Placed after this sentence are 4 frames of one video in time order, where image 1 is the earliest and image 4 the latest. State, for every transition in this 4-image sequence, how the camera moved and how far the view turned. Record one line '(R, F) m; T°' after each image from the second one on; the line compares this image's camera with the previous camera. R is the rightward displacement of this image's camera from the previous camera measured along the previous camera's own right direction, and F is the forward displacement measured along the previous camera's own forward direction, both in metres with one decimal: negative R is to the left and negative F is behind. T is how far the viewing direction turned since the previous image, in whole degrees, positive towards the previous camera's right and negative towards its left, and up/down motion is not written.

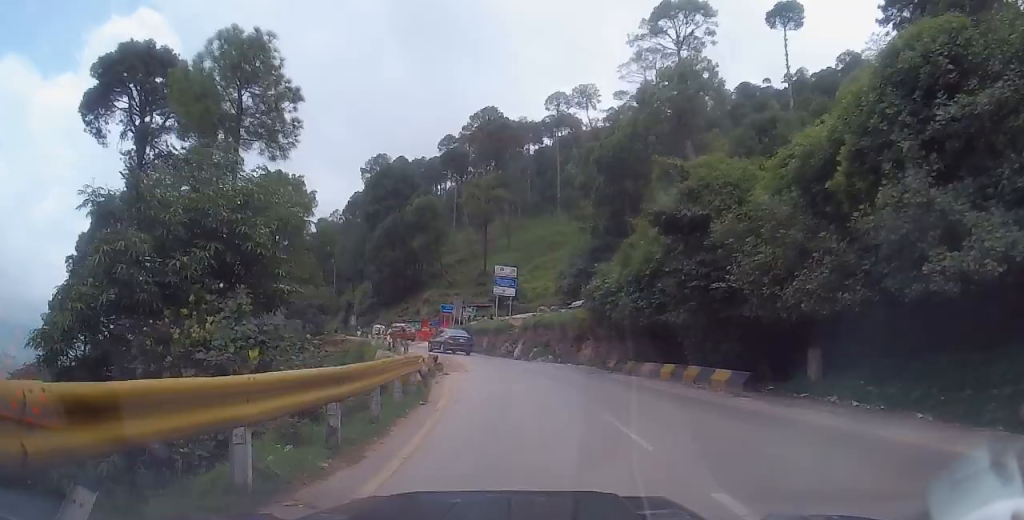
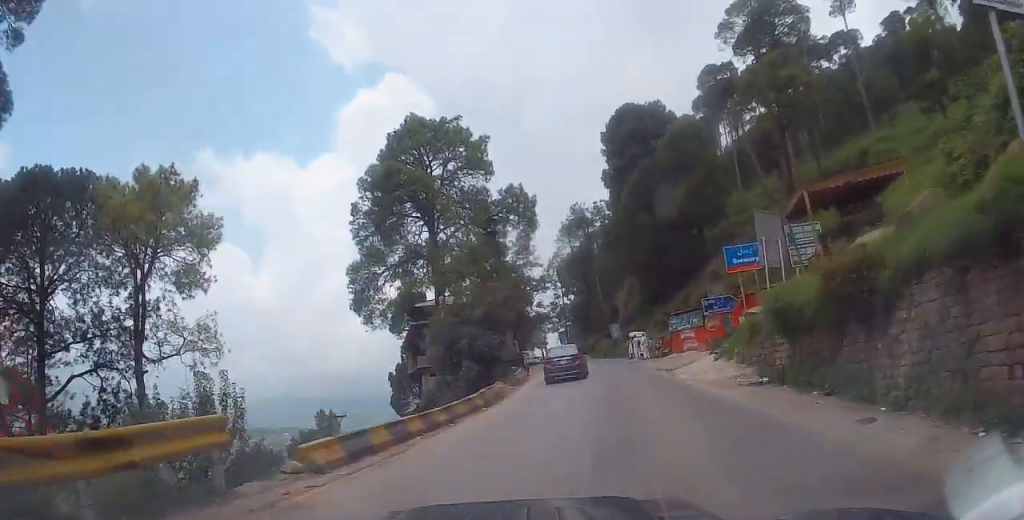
(-7.1, +39.4) m; -24°
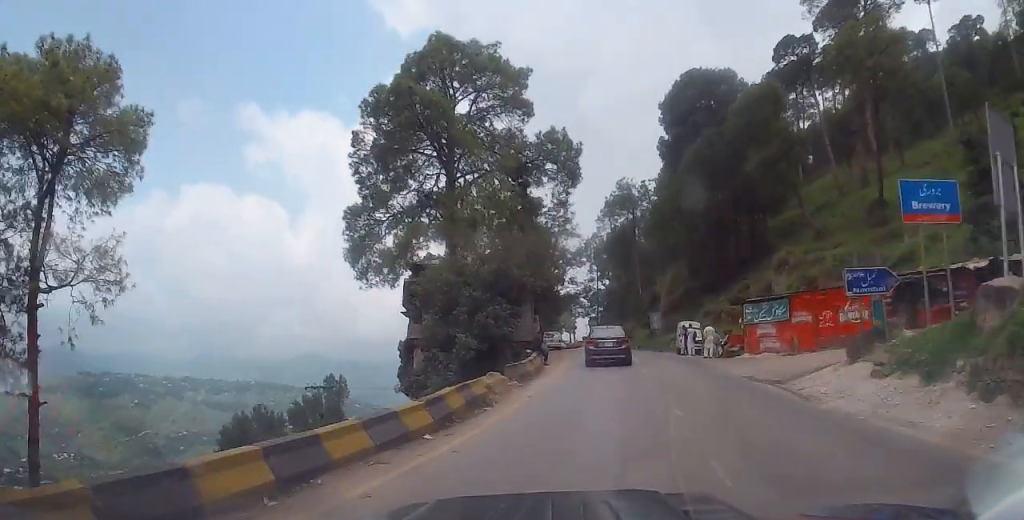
(-0.1, +10.0) m; 0°
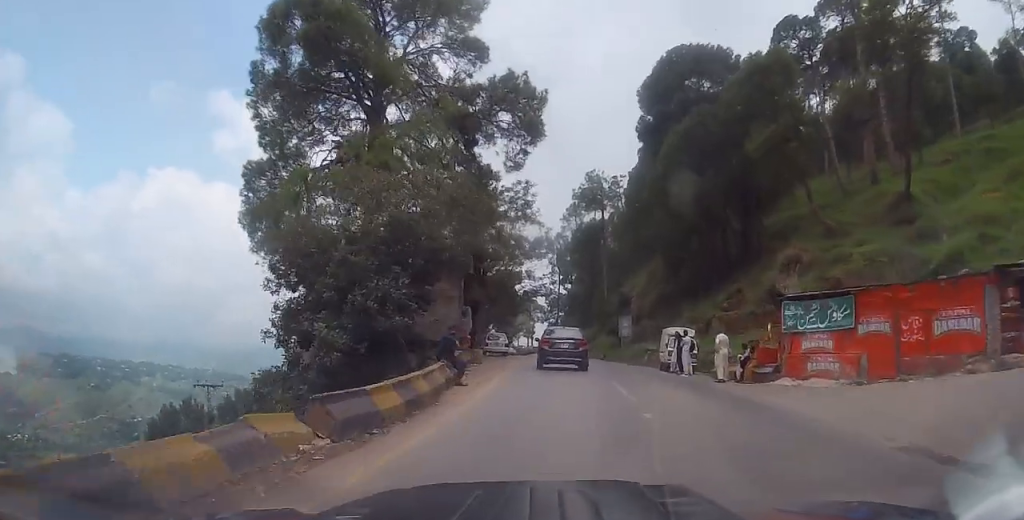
(0.0, +10.4) m; 0°
